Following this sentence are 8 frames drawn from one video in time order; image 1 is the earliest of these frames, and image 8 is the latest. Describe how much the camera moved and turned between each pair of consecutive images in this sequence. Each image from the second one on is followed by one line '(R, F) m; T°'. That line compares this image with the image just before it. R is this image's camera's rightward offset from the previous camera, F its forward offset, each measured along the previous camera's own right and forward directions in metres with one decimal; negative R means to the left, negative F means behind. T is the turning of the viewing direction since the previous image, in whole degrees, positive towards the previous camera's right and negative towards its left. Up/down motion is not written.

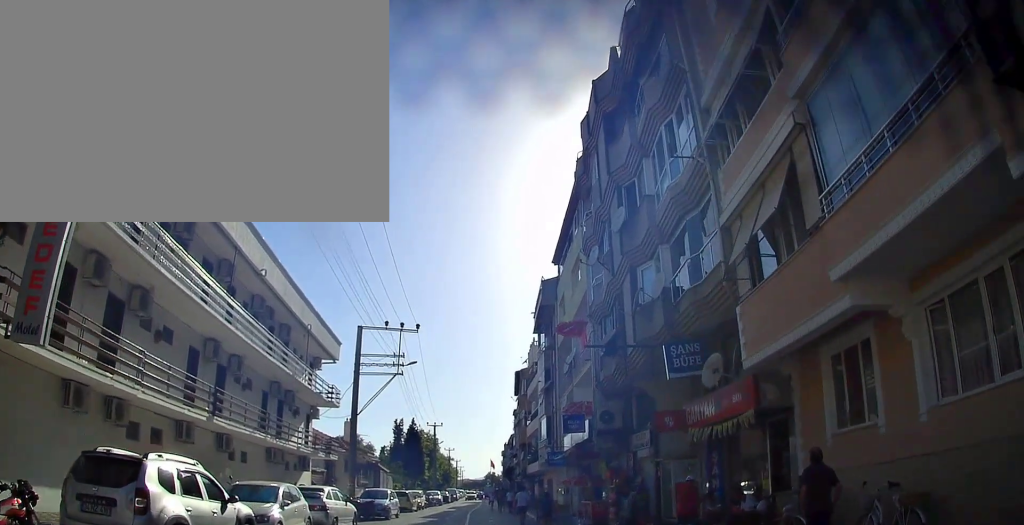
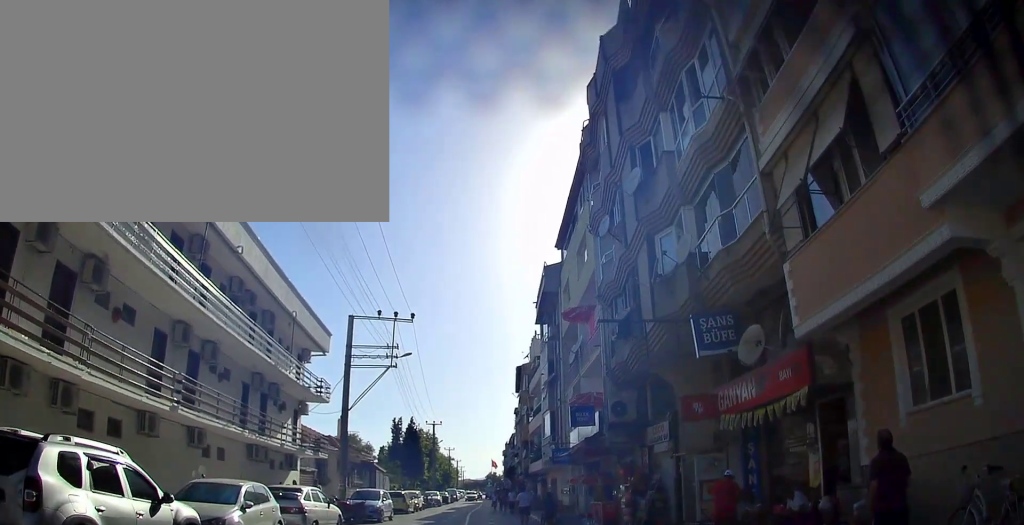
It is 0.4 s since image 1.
(0.0, +1.9) m; 0°
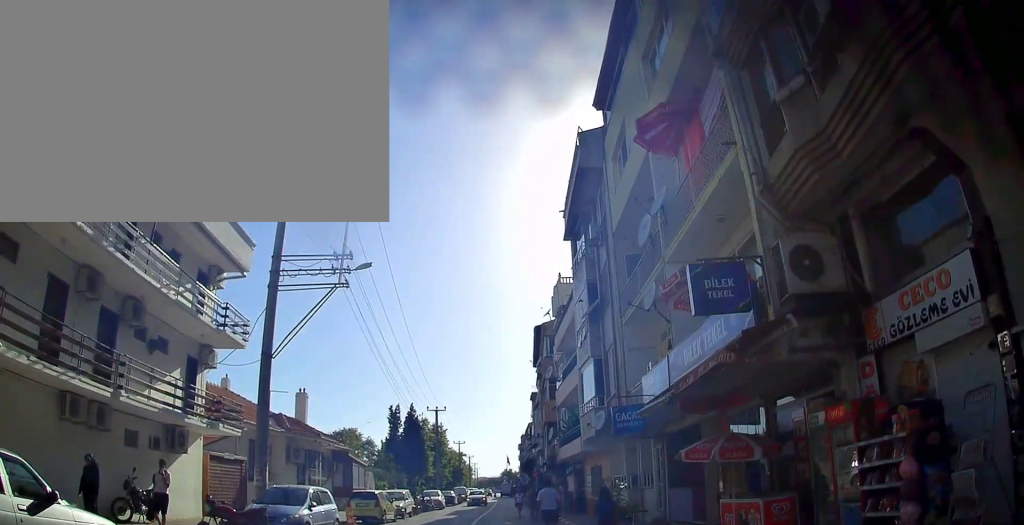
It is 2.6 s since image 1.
(+0.1, +10.9) m; 0°
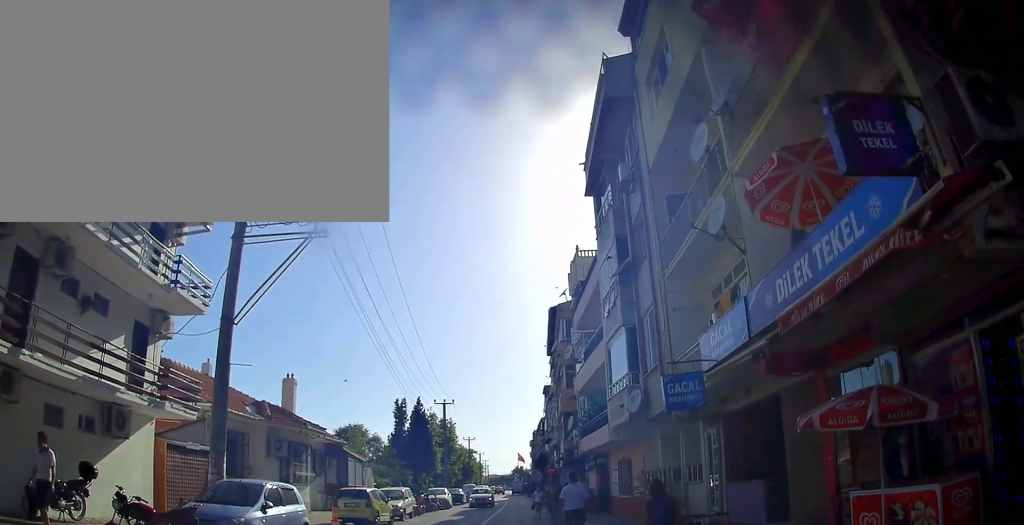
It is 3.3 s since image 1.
(0.0, +3.7) m; 0°
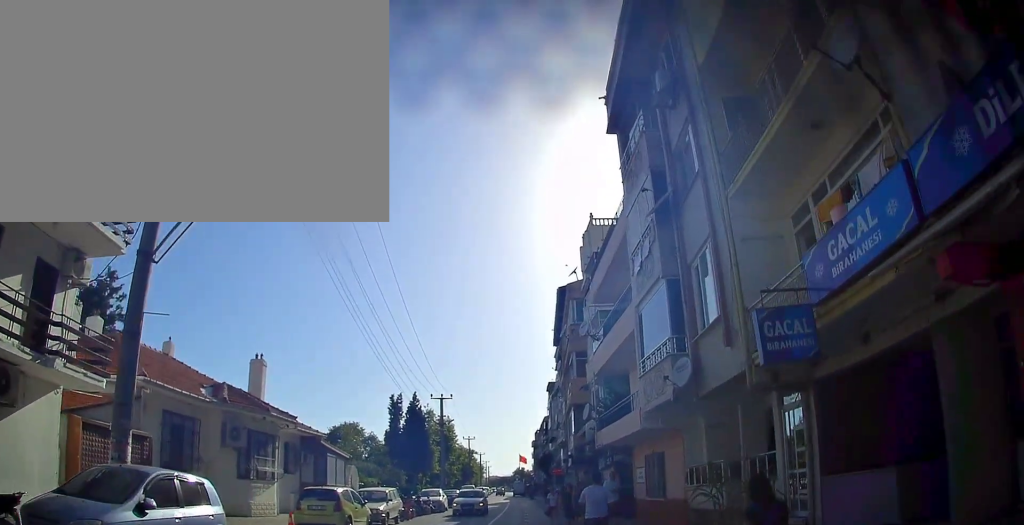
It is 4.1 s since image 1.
(0.0, +4.2) m; +2°
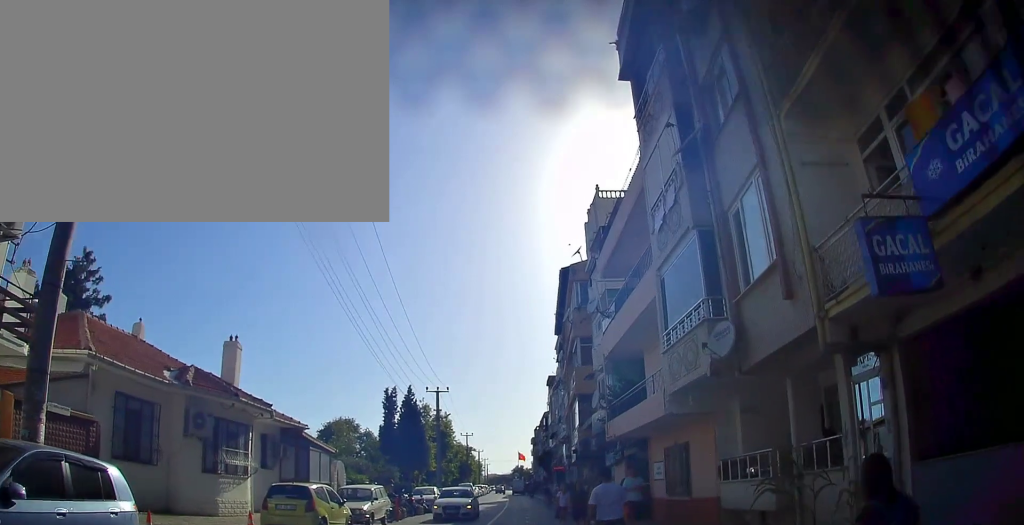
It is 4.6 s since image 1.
(+0.1, +2.4) m; -1°
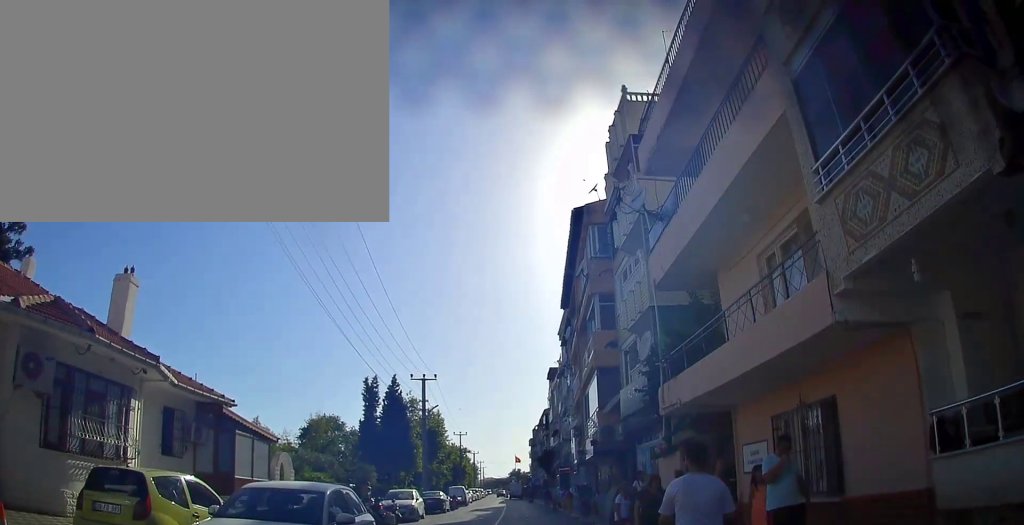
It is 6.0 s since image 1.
(-0.3, +7.2) m; -3°
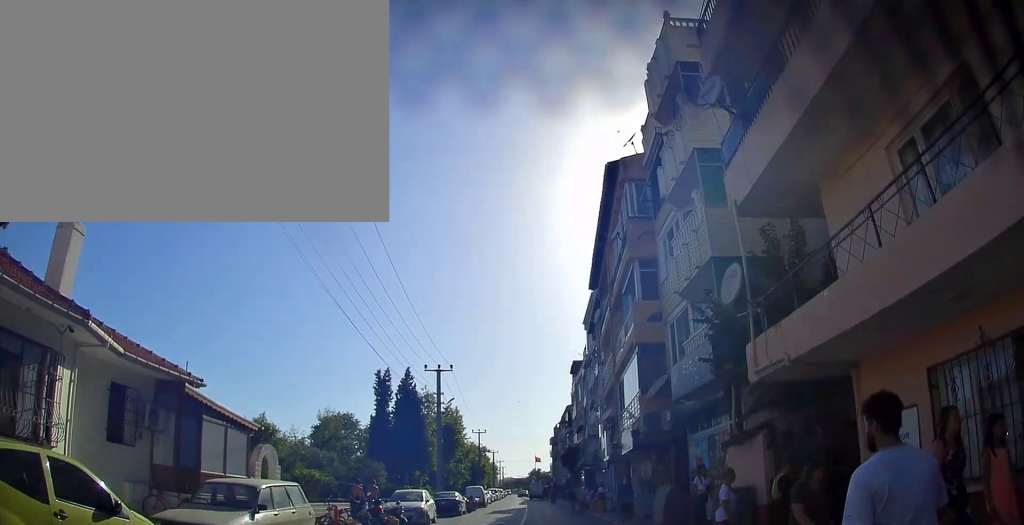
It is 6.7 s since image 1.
(0.0, +3.5) m; +1°
